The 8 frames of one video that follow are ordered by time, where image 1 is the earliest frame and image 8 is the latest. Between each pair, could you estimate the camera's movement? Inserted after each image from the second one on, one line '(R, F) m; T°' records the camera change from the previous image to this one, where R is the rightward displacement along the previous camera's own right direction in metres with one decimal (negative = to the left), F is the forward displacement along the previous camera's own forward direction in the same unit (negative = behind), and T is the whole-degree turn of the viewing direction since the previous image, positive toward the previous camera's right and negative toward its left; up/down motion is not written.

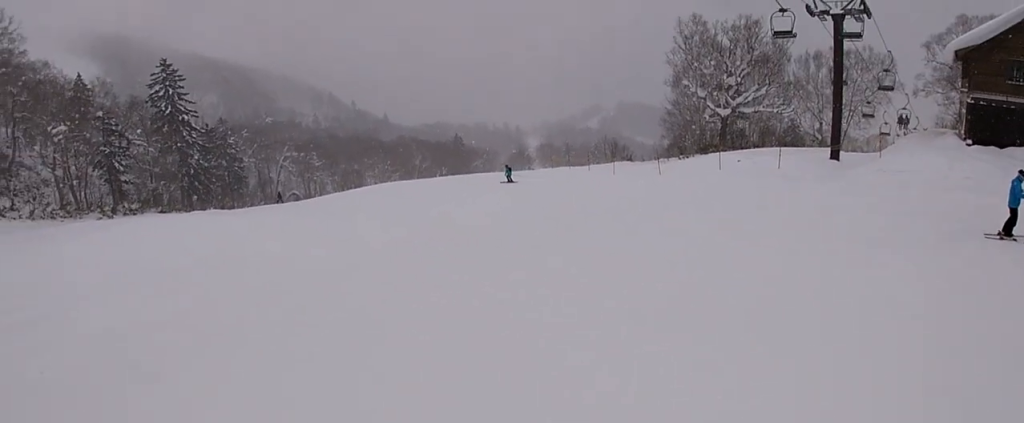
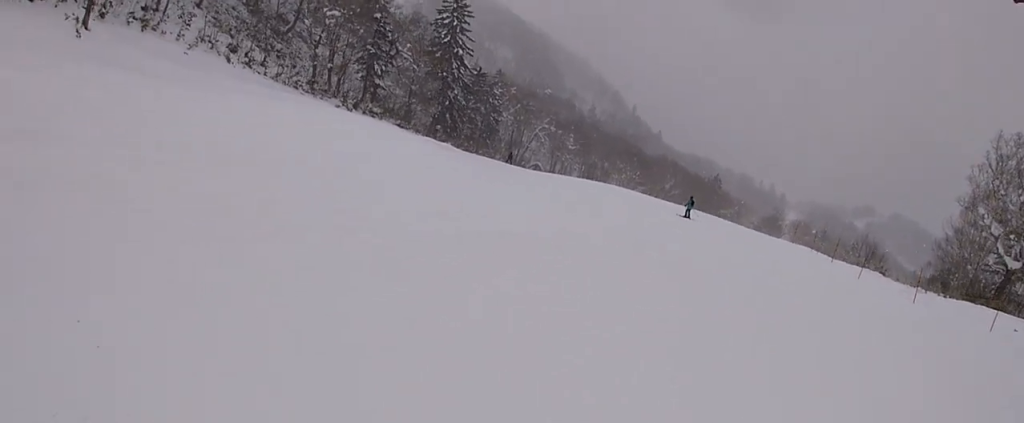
(-0.3, +5.5) m; -12°
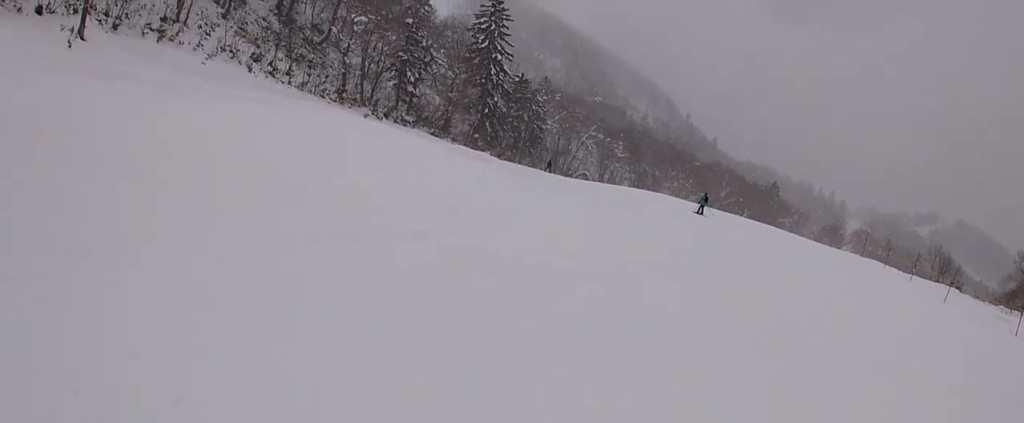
(-0.3, +4.6) m; -13°
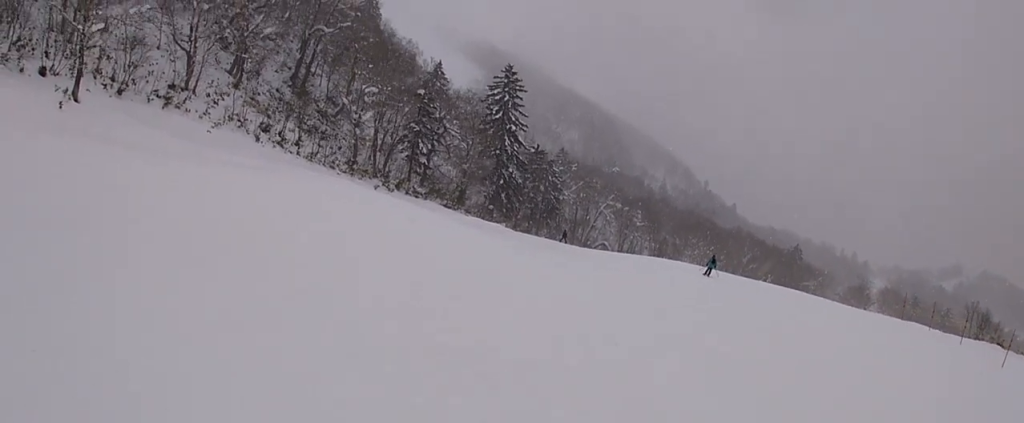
(-0.7, +2.9) m; -3°
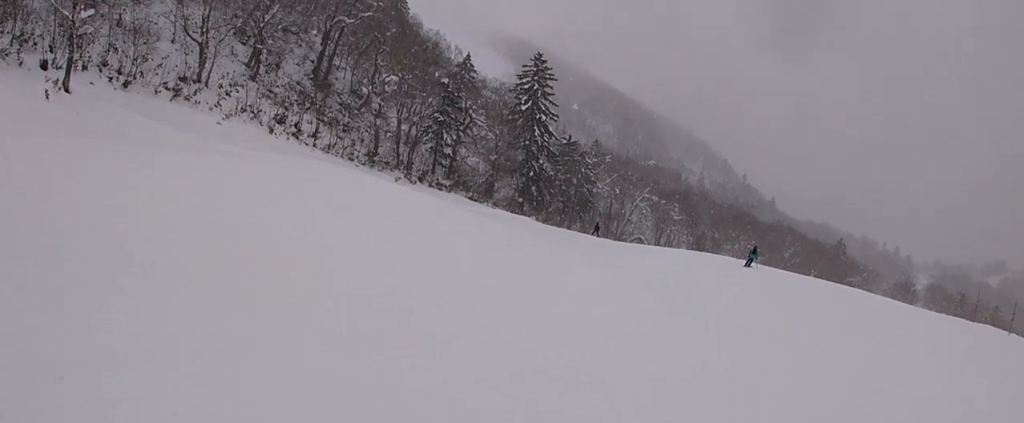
(-0.4, +3.6) m; 0°
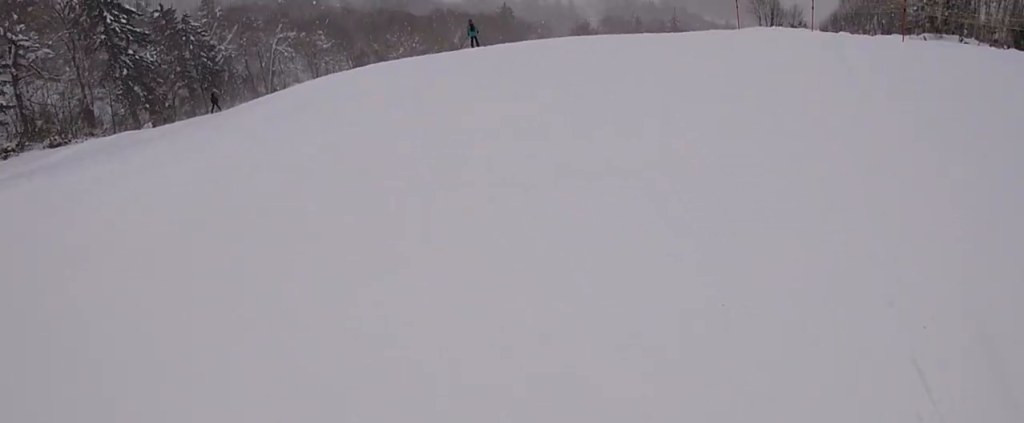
(+3.5, +10.6) m; +14°
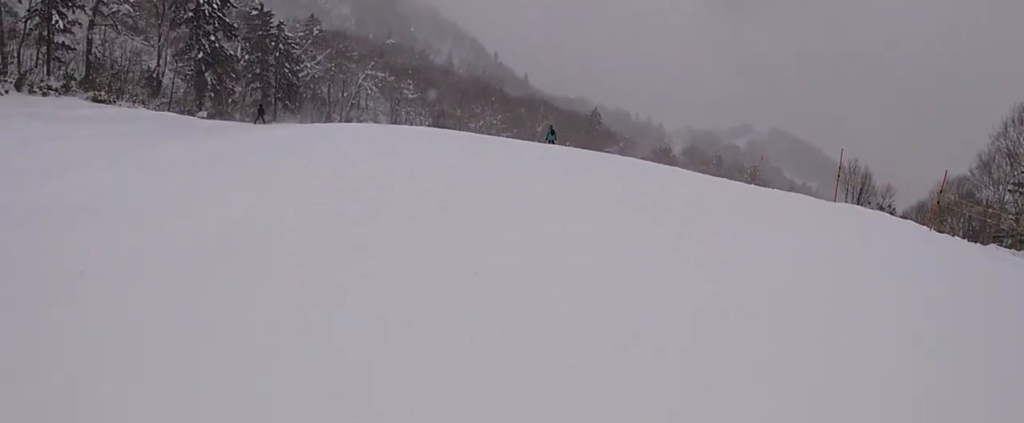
(-1.2, +4.5) m; -13°
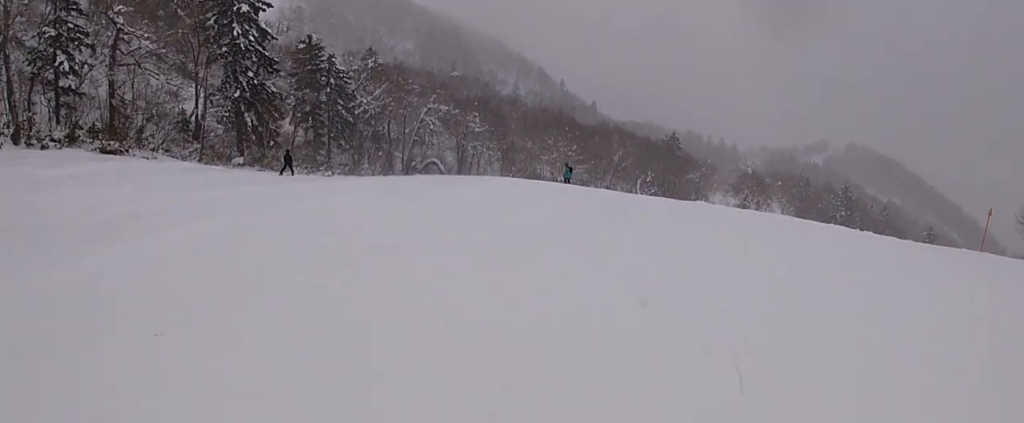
(-0.1, +10.6) m; +11°
